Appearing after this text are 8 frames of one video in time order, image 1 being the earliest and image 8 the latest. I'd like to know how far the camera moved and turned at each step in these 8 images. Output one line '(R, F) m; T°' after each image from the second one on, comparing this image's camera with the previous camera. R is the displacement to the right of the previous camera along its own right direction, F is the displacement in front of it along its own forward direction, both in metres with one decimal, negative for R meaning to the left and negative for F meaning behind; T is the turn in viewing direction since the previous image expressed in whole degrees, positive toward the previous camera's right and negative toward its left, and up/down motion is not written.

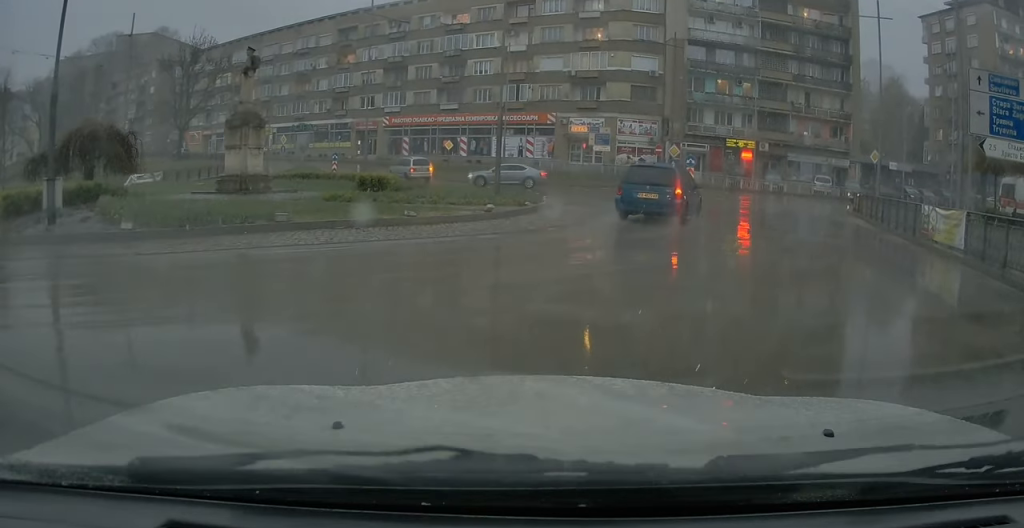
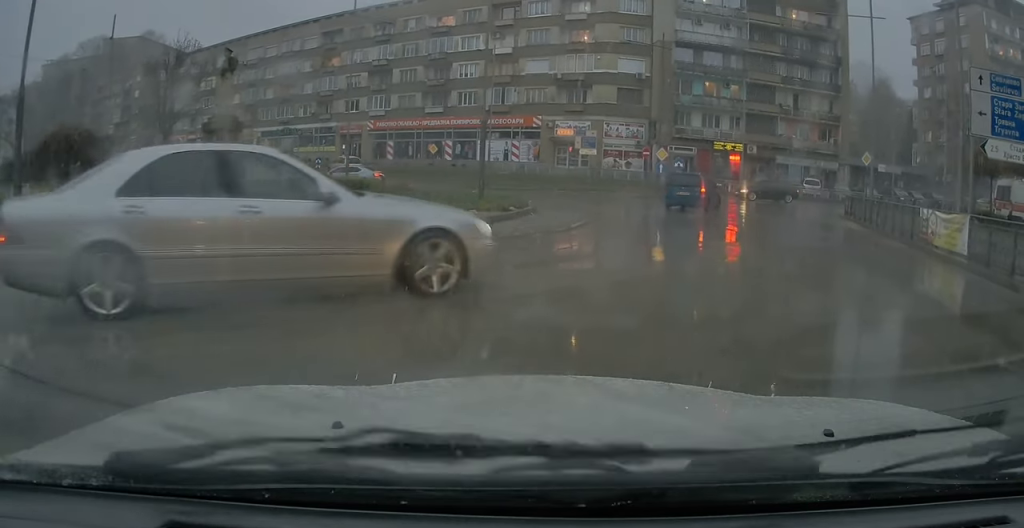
(0.0, +0.9) m; 0°
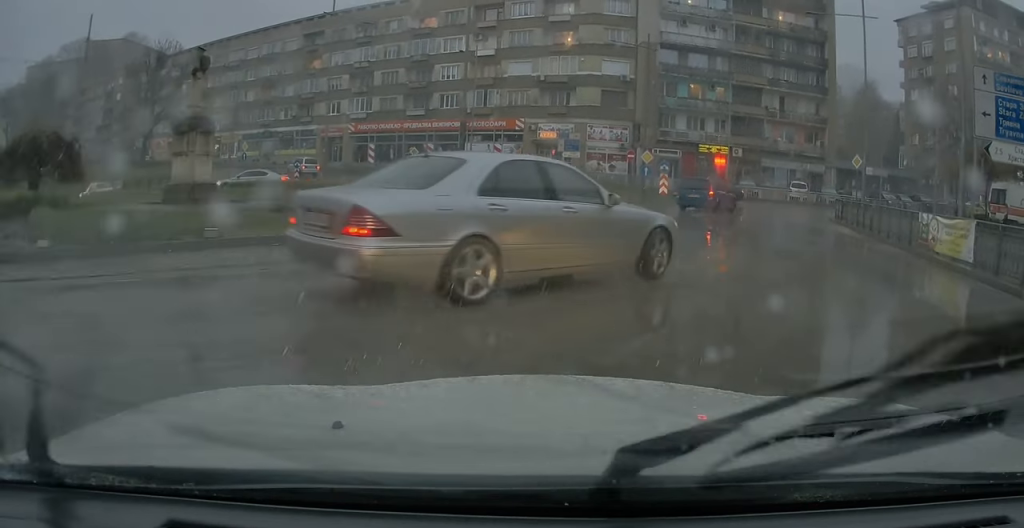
(0.0, +0.5) m; +2°
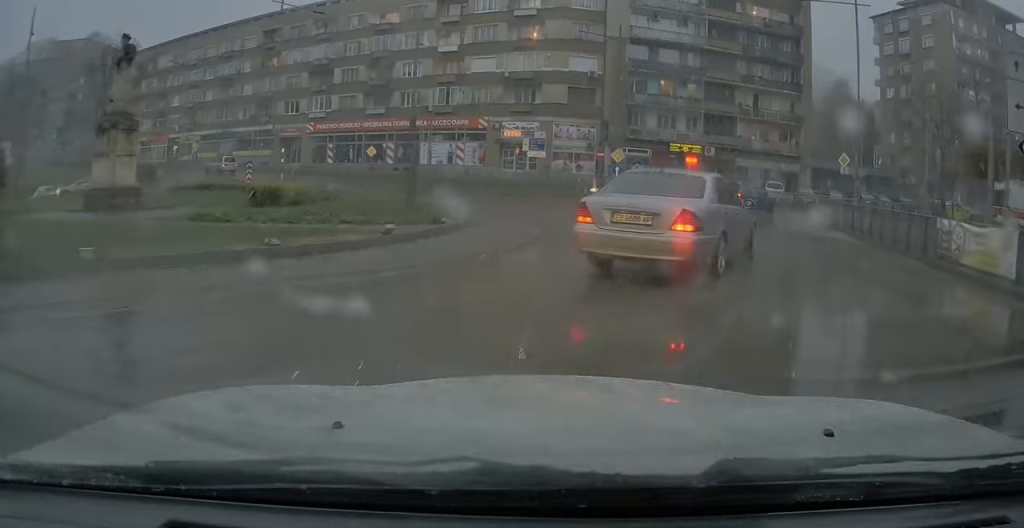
(0.0, +1.1) m; +12°
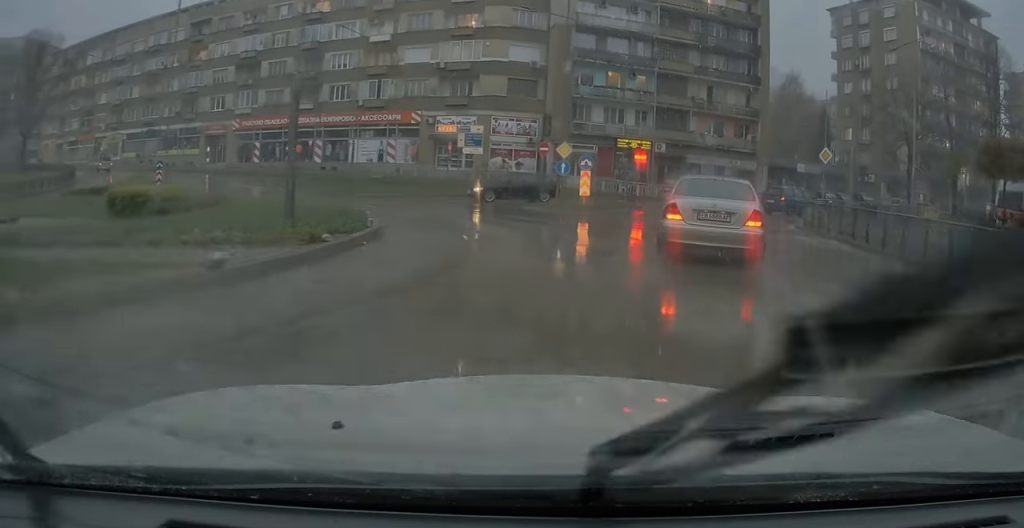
(+0.3, +3.9) m; +1°
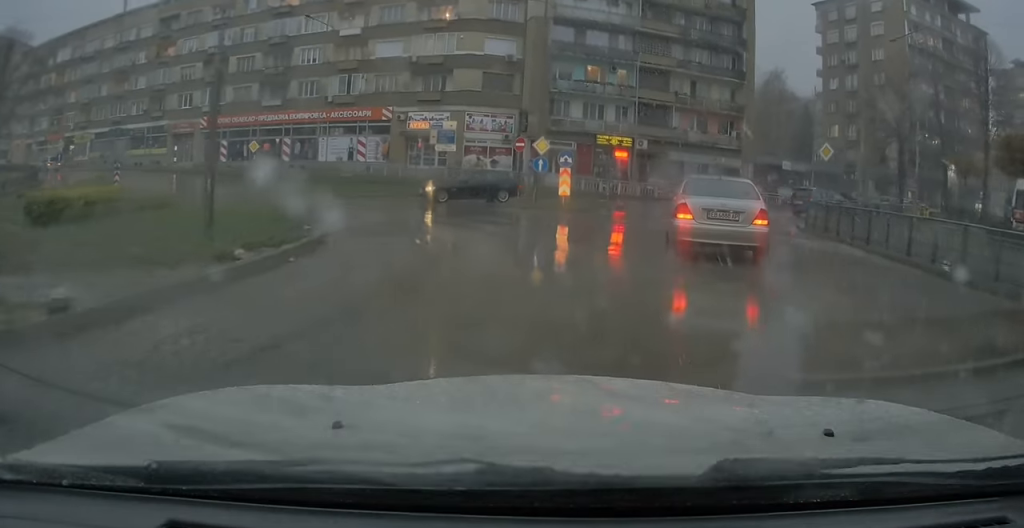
(-0.1, +2.6) m; -2°
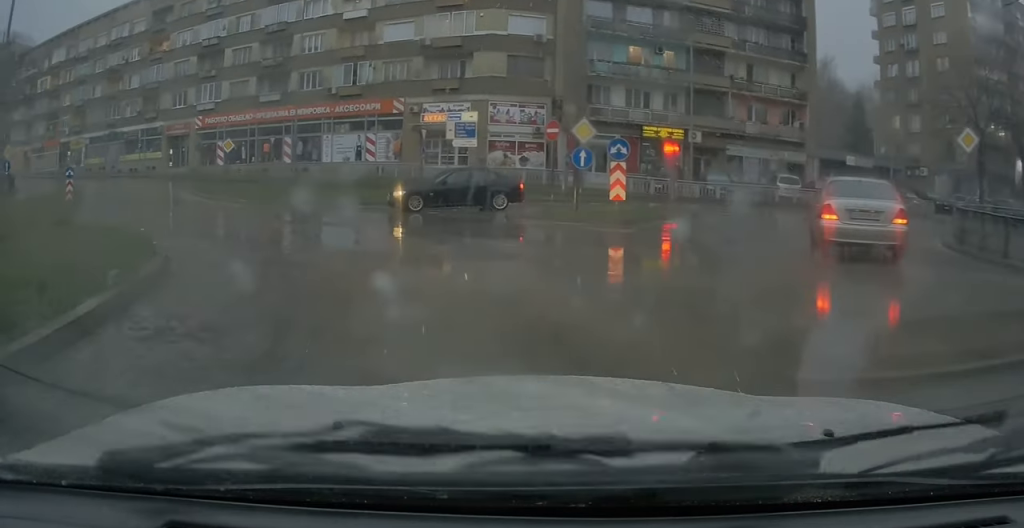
(-0.5, +7.6) m; -13°
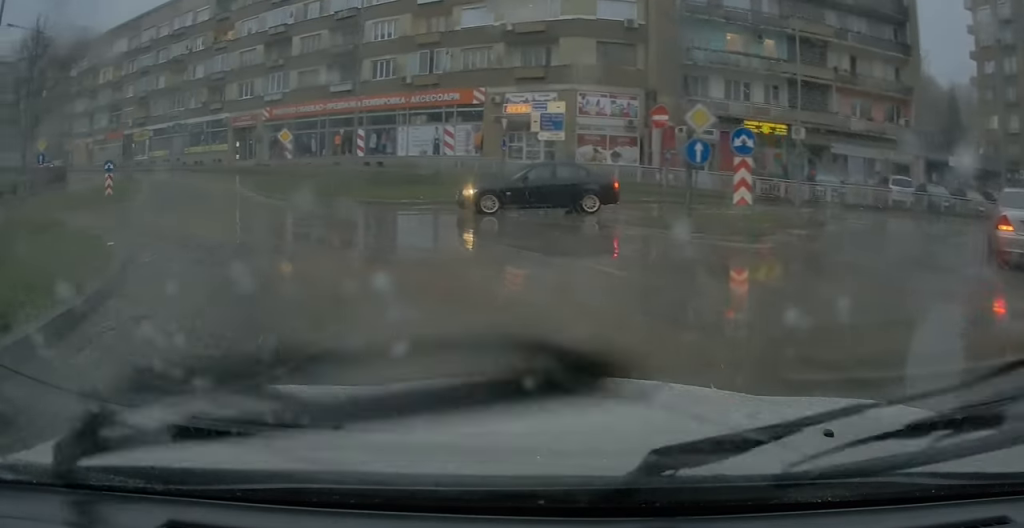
(-0.1, +3.7) m; -9°
